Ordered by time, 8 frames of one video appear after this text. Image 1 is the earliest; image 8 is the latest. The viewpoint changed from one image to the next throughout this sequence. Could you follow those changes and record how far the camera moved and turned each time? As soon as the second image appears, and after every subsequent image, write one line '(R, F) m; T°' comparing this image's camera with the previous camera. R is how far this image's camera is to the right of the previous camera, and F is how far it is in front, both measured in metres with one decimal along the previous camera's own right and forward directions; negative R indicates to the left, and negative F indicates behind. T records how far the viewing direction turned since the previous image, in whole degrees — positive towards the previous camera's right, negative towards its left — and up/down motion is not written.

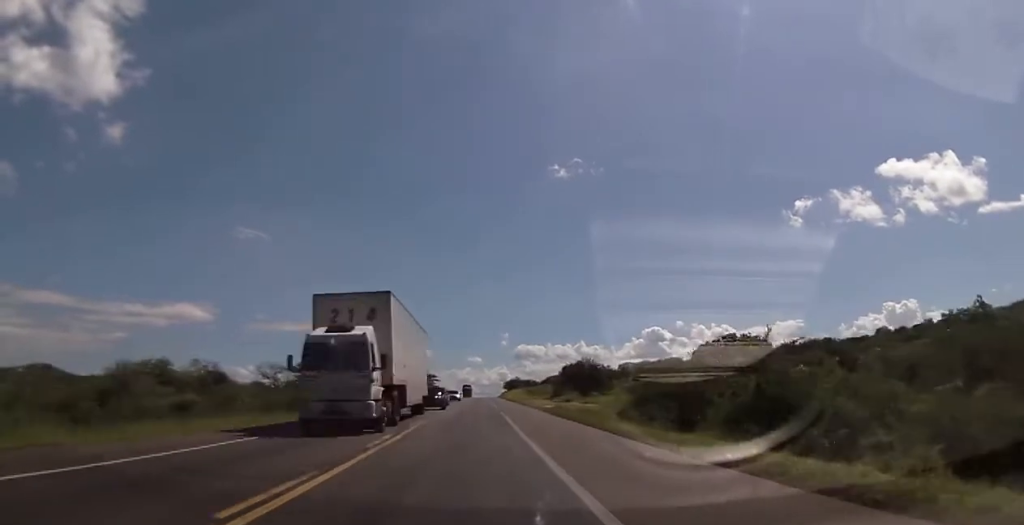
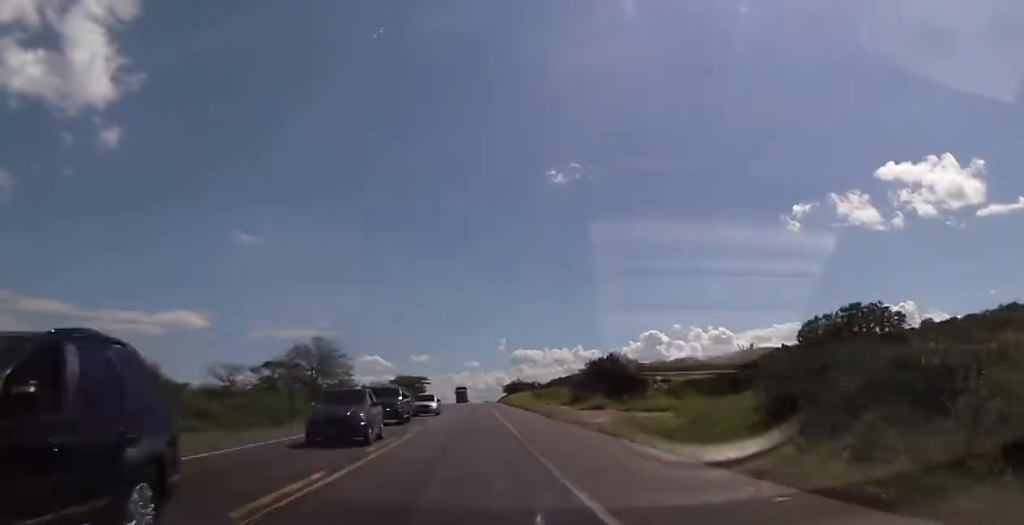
(+0.1, +21.7) m; 0°
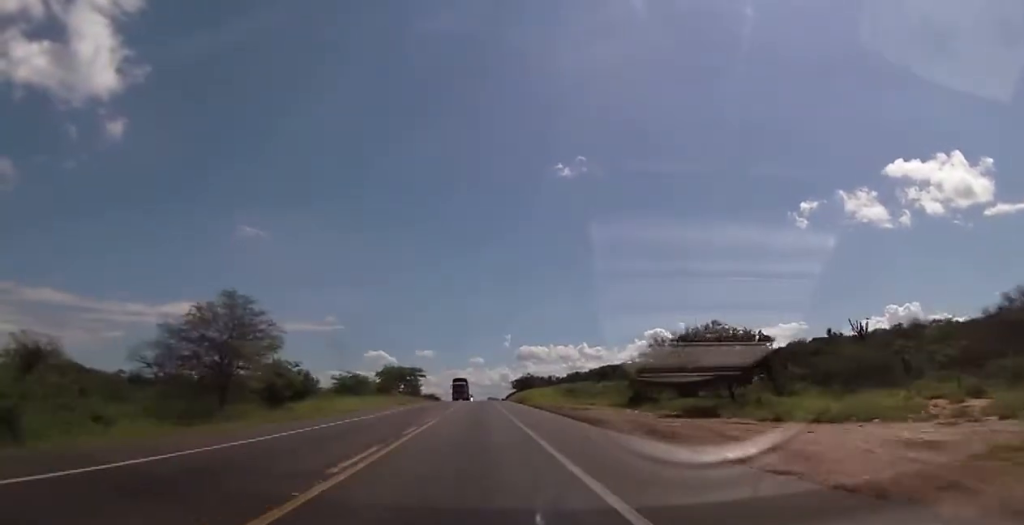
(0.0, +28.2) m; 0°
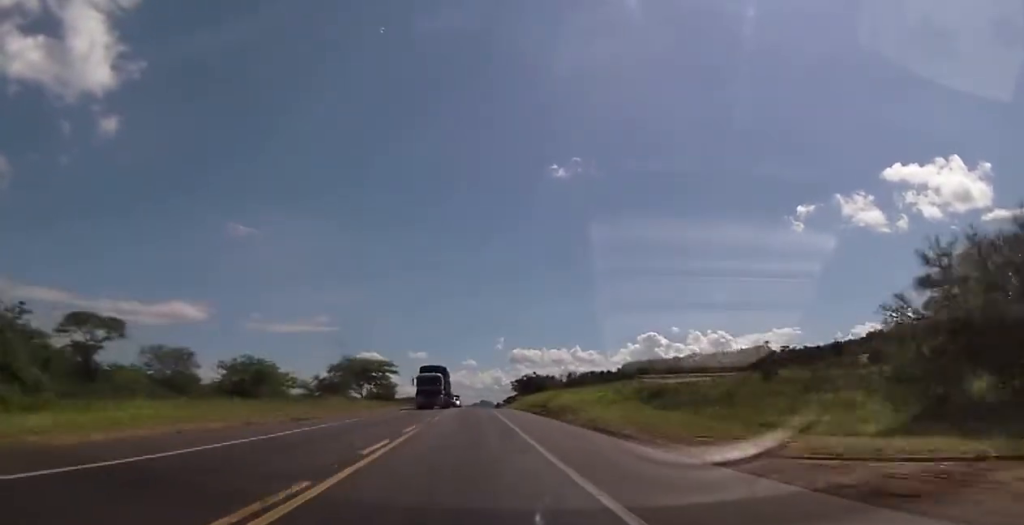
(-0.3, +40.2) m; -1°
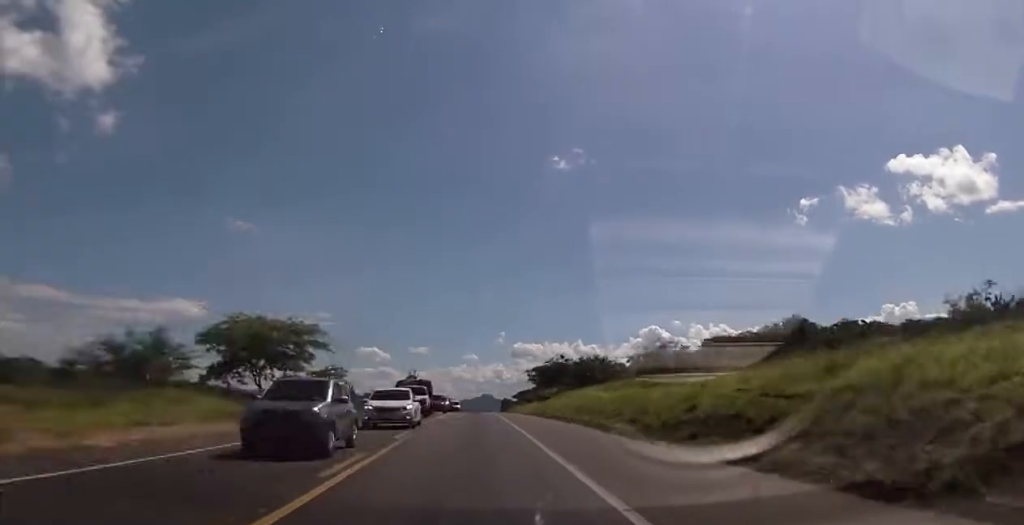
(+0.1, +47.4) m; 0°
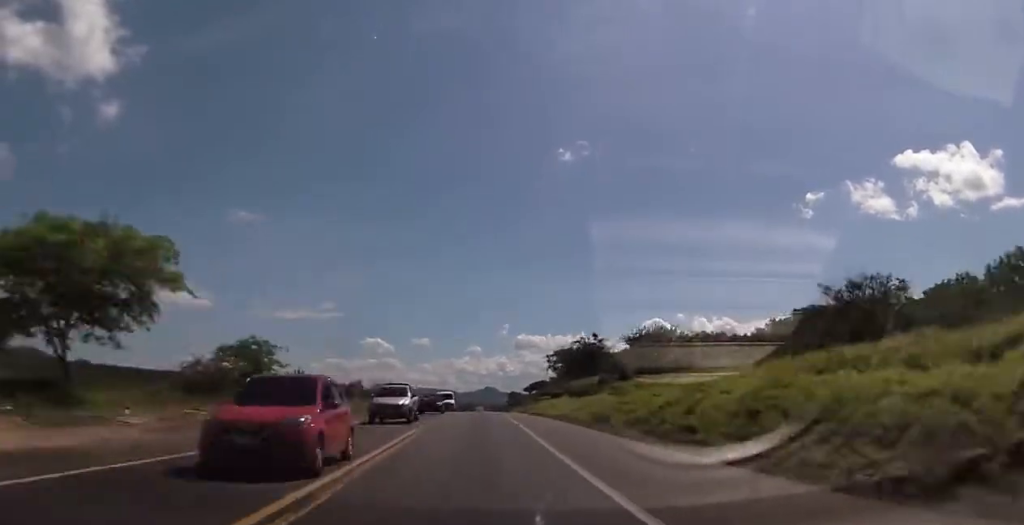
(+0.1, +26.7) m; 0°
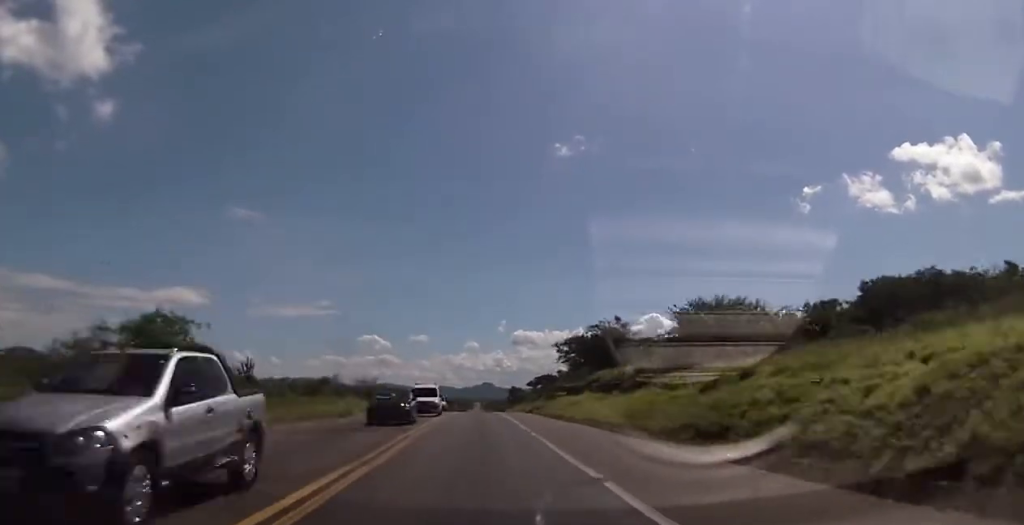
(+0.1, +14.4) m; 0°
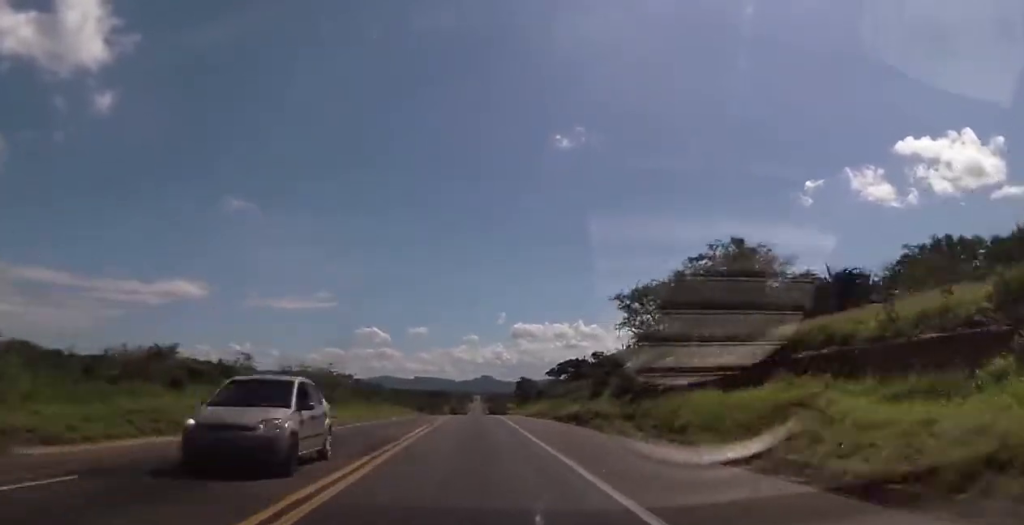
(-0.2, +36.5) m; 0°
